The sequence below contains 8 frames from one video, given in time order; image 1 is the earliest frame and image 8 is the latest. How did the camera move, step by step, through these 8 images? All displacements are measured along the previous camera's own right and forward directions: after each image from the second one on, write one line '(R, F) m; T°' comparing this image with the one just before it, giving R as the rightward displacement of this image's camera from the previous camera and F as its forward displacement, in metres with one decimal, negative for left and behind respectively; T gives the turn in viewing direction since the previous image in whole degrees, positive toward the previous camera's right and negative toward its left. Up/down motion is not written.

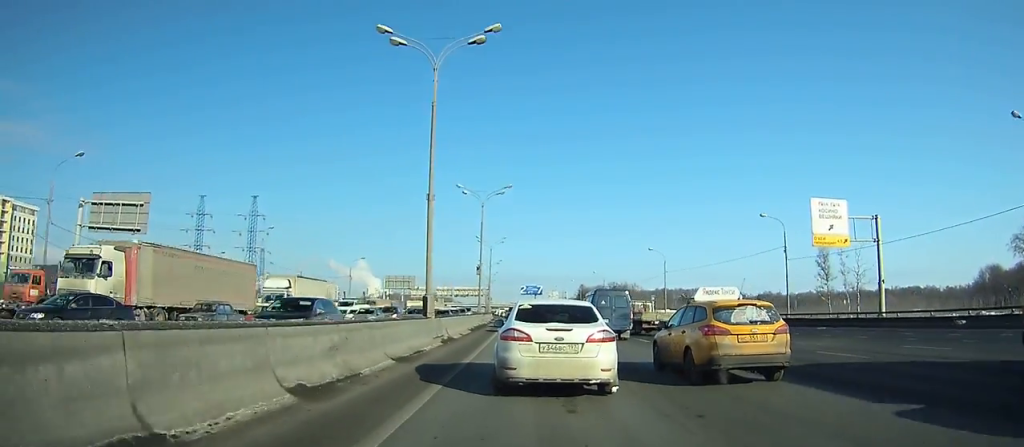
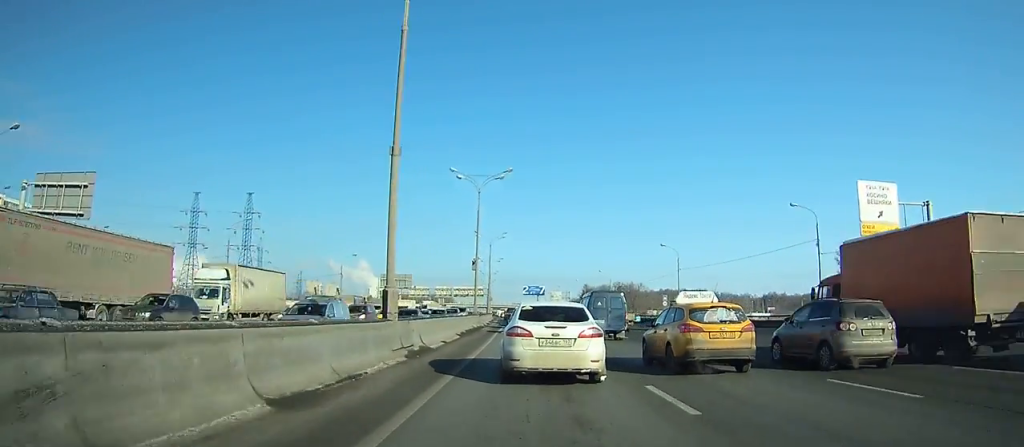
(0.0, +7.4) m; 0°
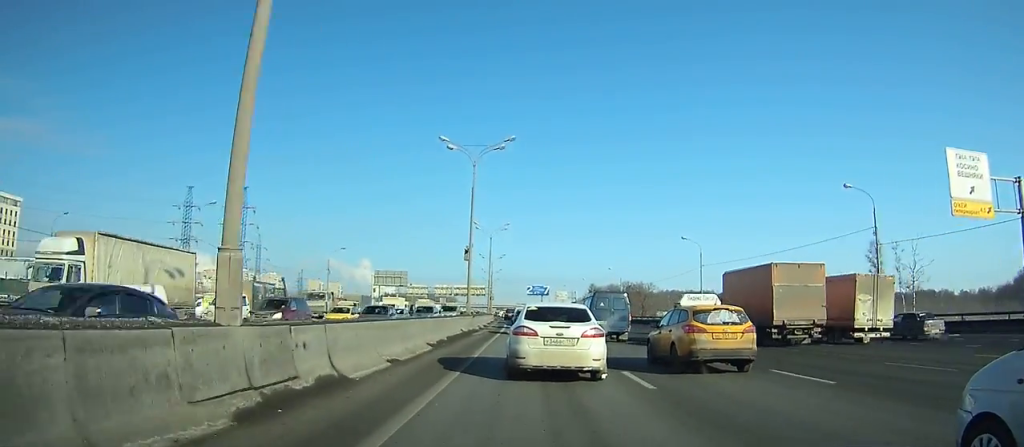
(0.0, +9.6) m; 0°
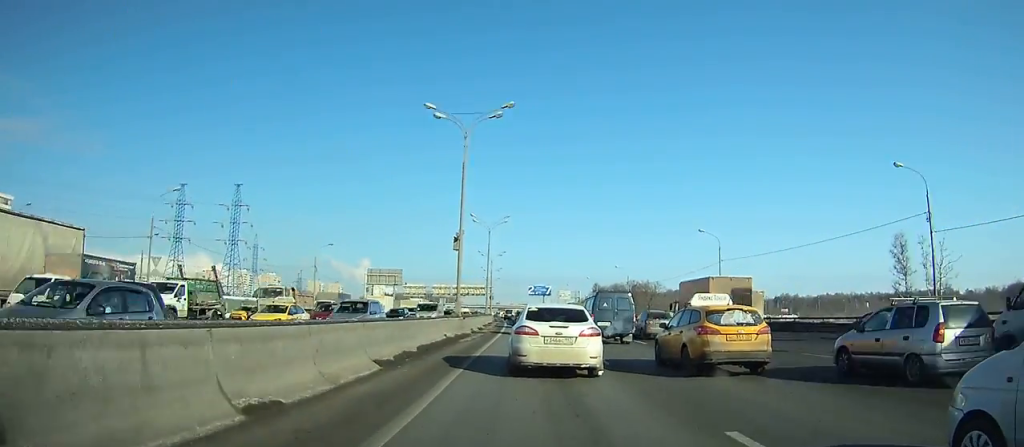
(0.0, +7.5) m; 0°
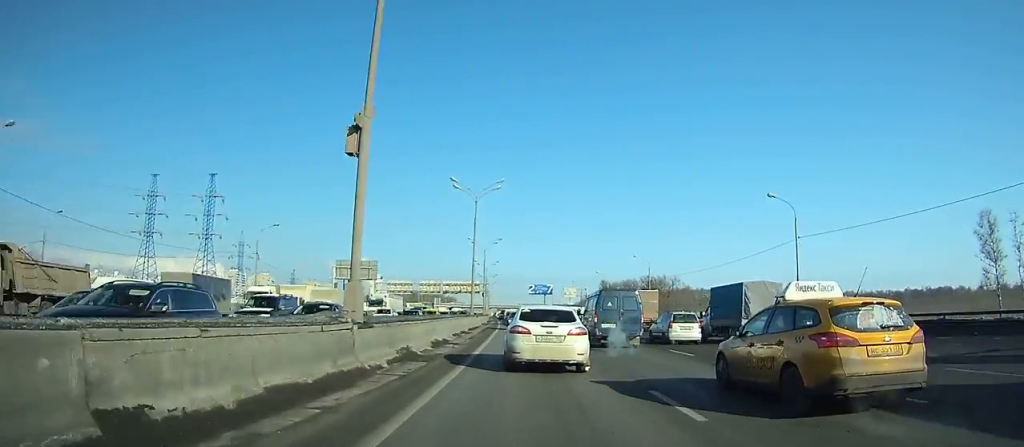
(0.0, +23.6) m; -1°
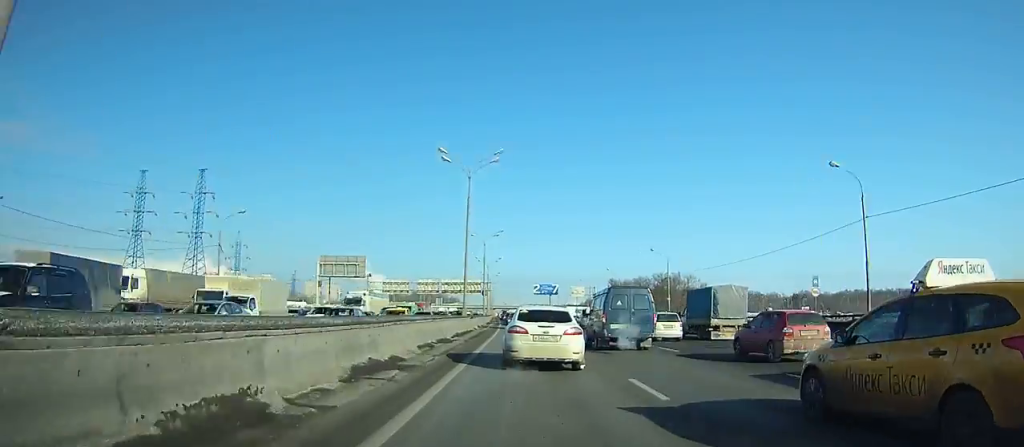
(0.0, +9.8) m; -1°
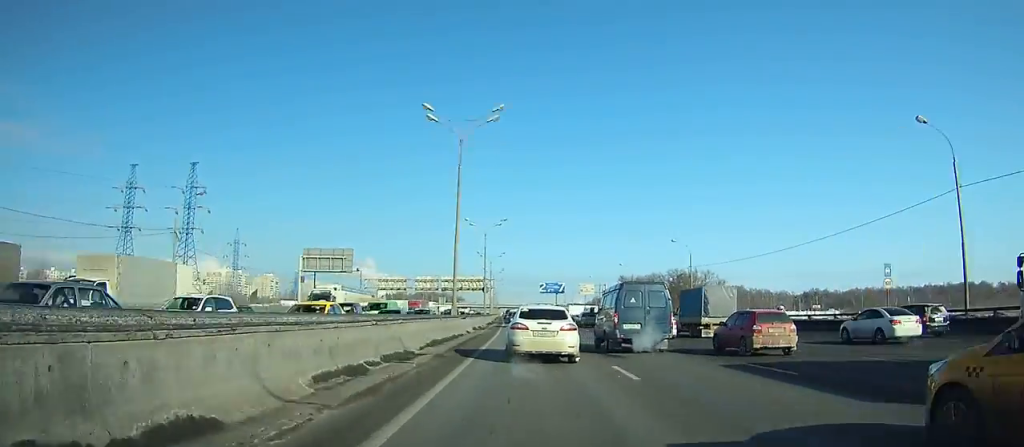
(-0.1, +8.7) m; 0°
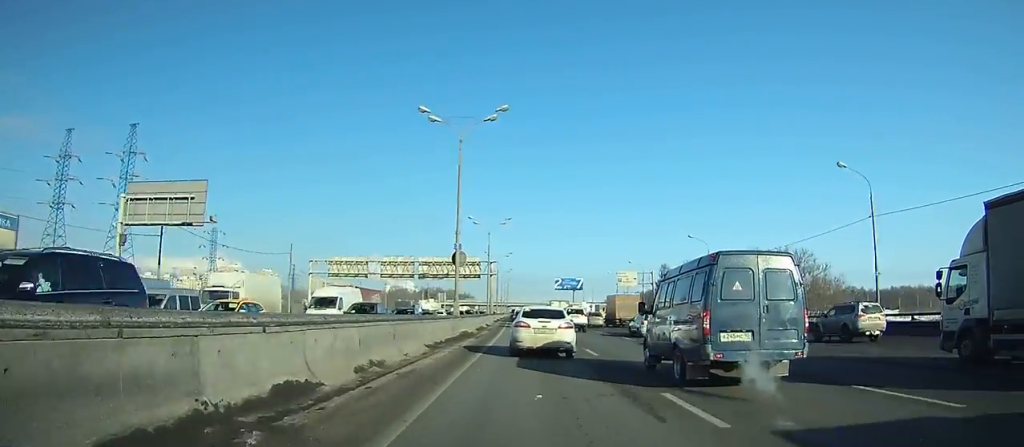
(-0.5, +38.4) m; -1°
